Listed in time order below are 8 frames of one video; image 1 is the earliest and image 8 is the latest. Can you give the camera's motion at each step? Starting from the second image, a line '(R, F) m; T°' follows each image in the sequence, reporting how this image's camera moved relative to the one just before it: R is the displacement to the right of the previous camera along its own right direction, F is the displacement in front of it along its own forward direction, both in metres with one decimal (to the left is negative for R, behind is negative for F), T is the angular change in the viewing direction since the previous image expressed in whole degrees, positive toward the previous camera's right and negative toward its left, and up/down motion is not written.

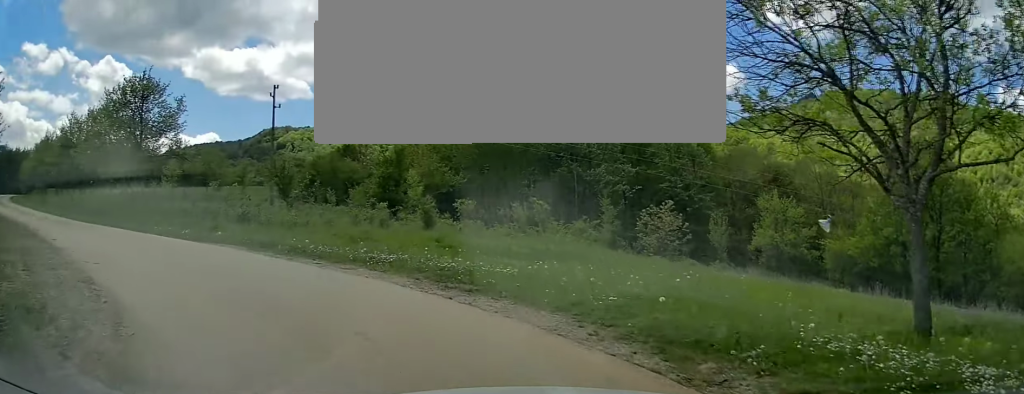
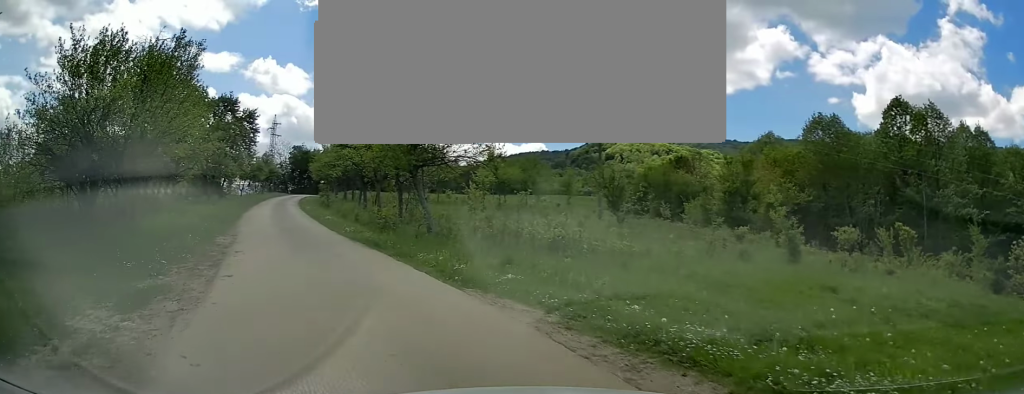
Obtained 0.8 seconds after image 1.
(-2.2, +4.6) m; -26°
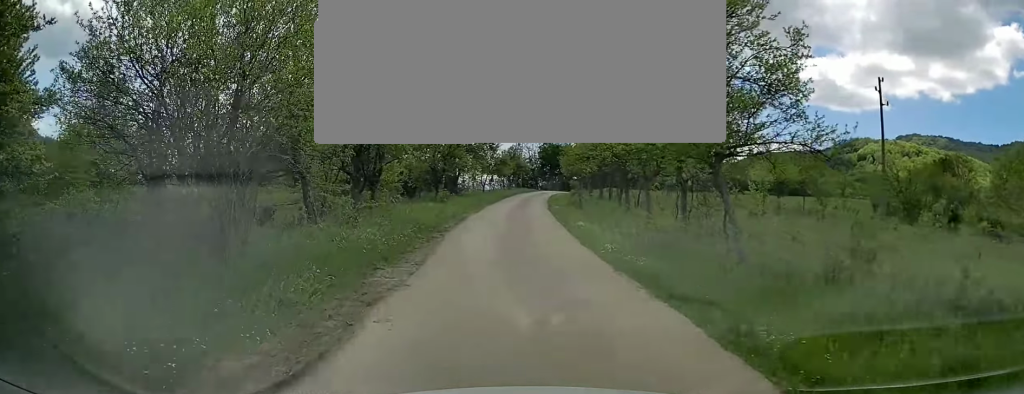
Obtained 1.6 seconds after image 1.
(-1.1, +5.5) m; -17°
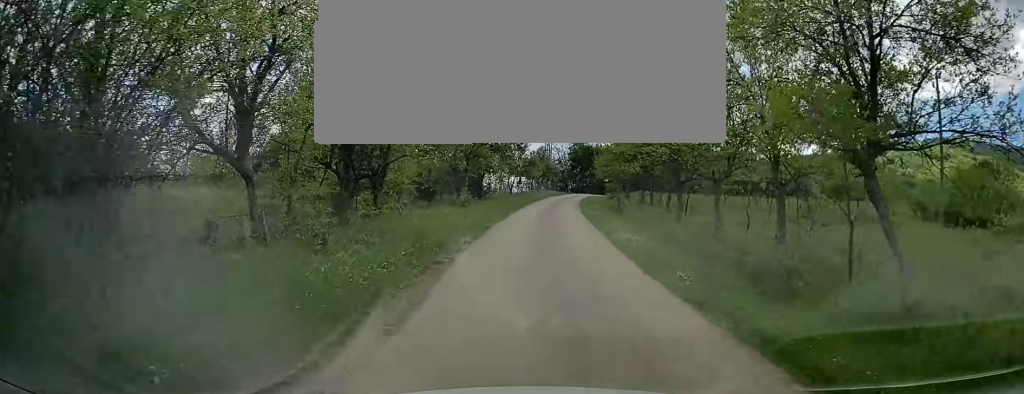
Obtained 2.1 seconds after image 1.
(-0.1, +3.6) m; -6°
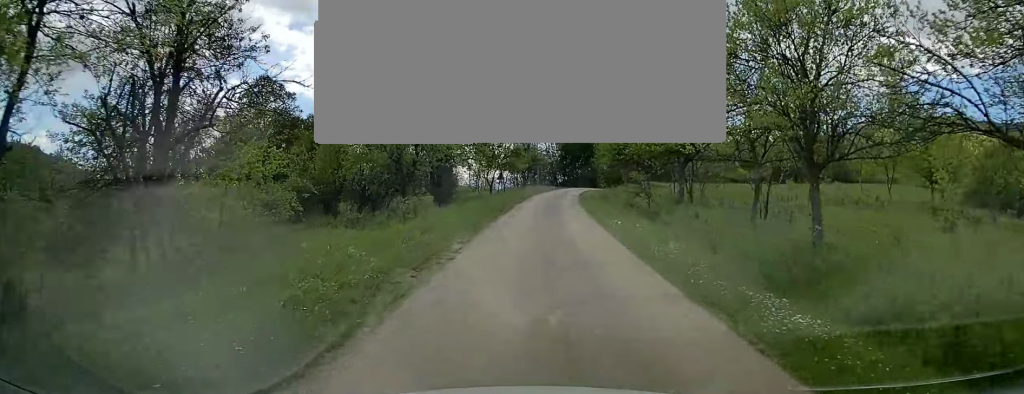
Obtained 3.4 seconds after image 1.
(-0.7, +11.4) m; -1°
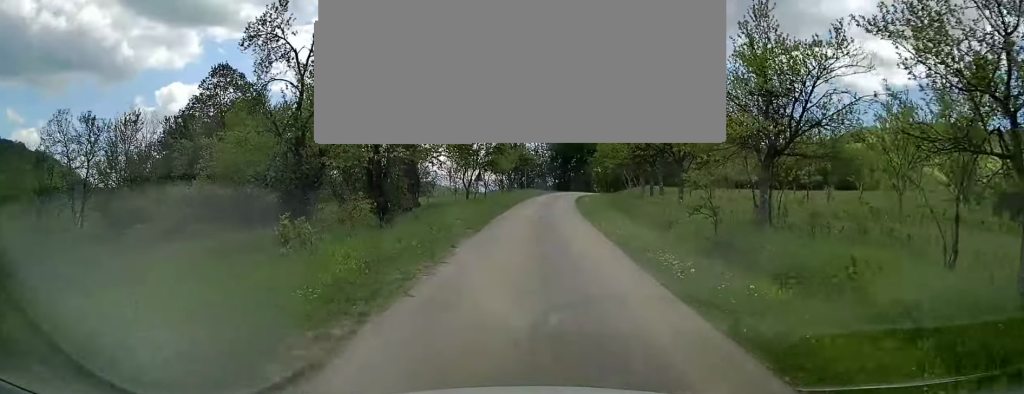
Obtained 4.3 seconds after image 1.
(+0.2, +9.1) m; +3°
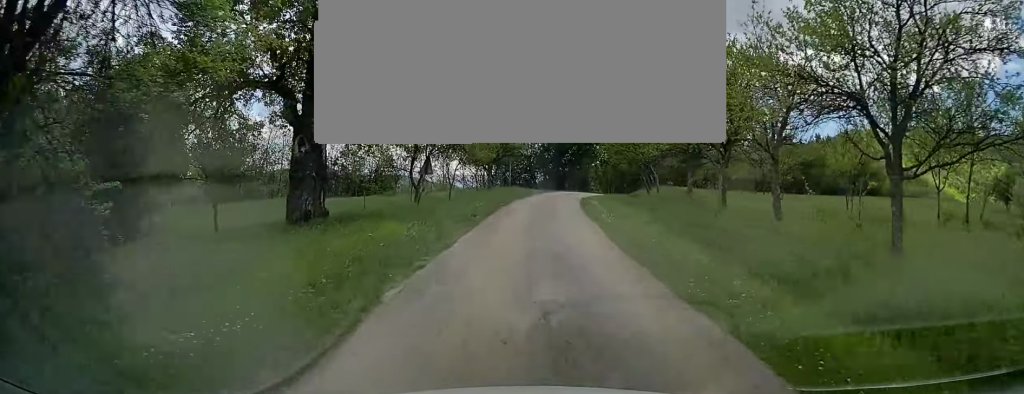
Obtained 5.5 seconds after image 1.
(+0.5, +14.3) m; +3°
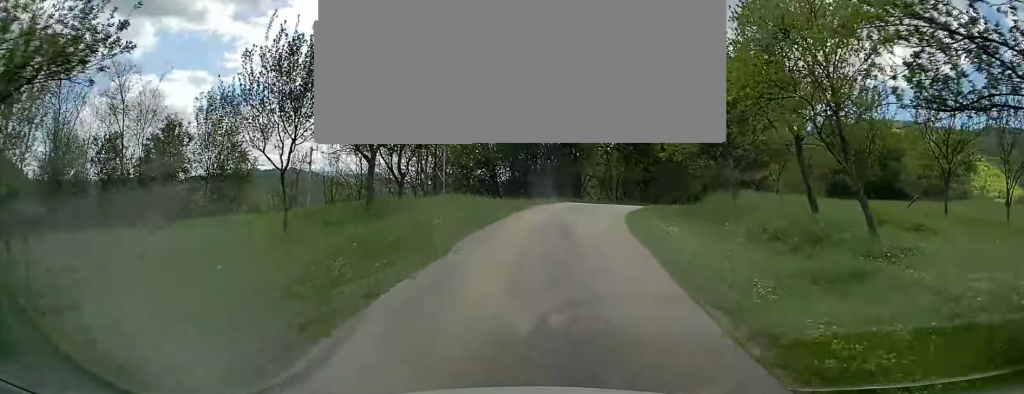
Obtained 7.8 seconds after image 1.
(+0.7, +28.8) m; +4°
